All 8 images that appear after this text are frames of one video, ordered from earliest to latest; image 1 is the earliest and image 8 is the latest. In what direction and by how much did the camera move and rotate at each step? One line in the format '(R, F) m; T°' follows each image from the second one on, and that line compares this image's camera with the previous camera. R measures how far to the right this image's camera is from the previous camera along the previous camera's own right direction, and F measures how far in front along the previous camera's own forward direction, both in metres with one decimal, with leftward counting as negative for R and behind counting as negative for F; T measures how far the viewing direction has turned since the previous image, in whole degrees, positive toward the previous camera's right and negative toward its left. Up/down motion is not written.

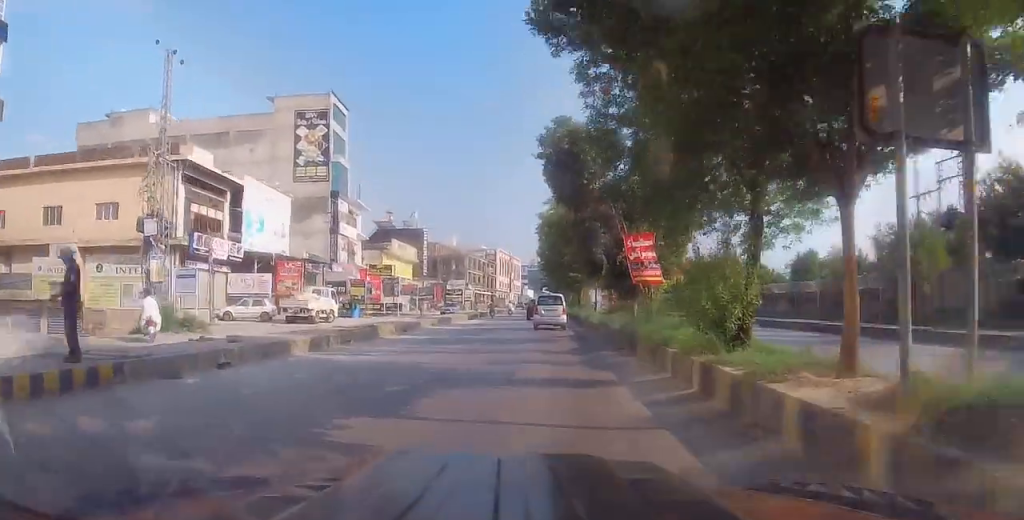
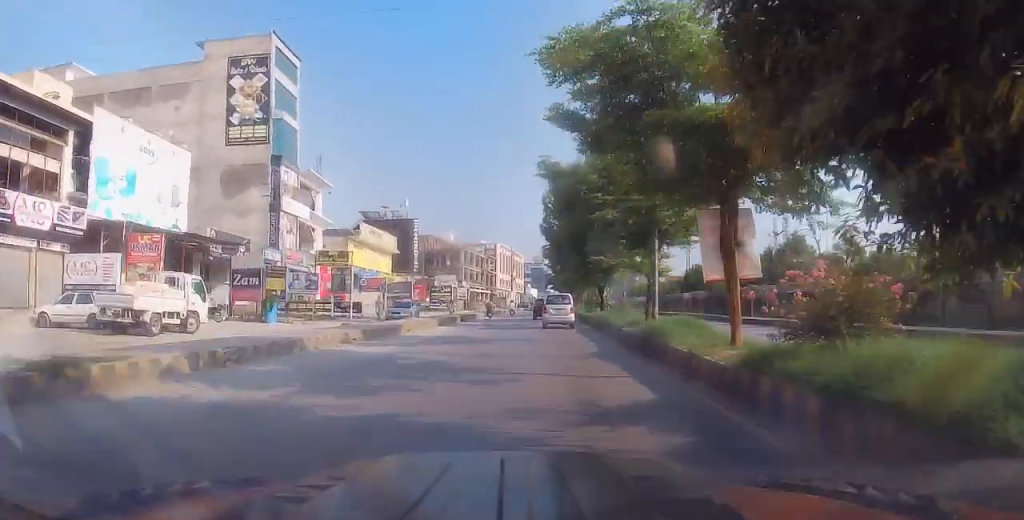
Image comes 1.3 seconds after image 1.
(0.0, +16.4) m; 0°
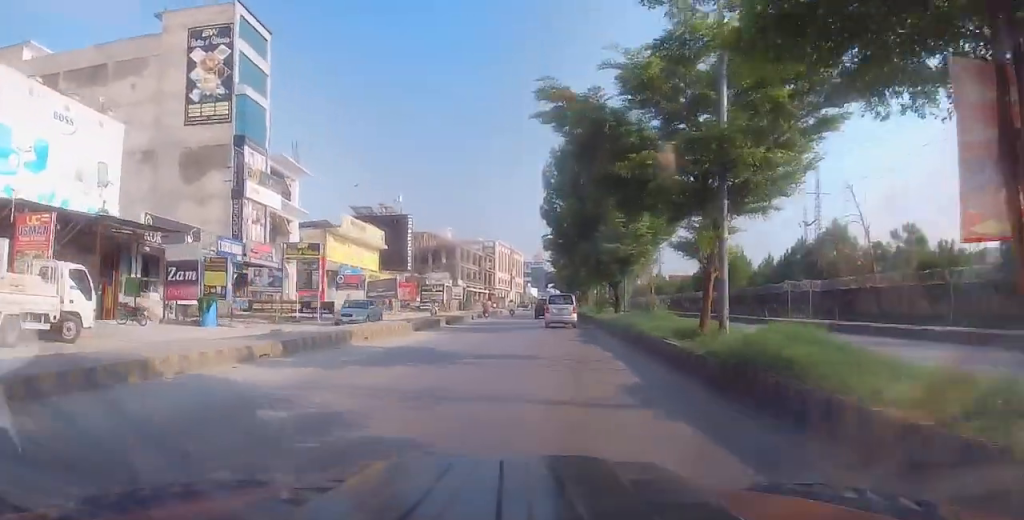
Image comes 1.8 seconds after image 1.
(0.0, +6.7) m; 0°
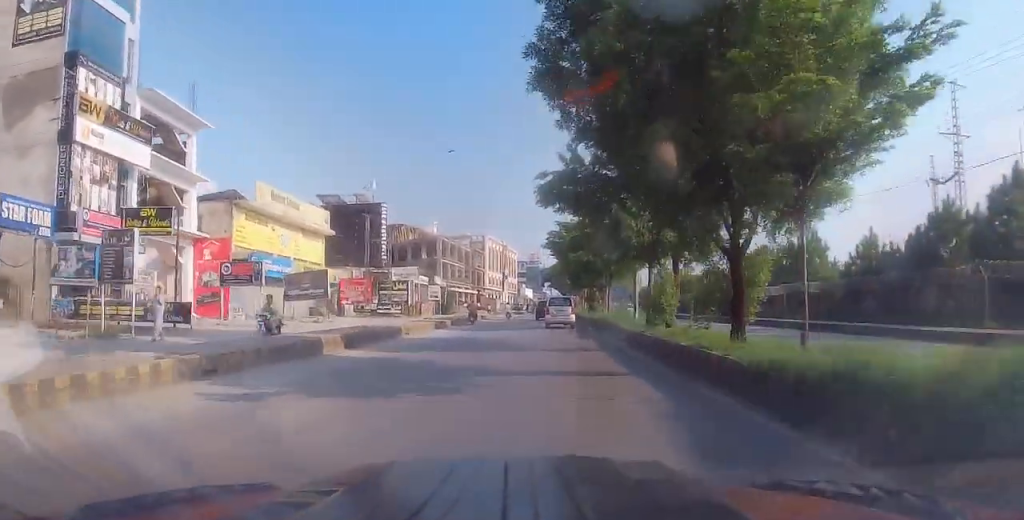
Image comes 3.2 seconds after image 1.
(0.0, +18.0) m; +2°
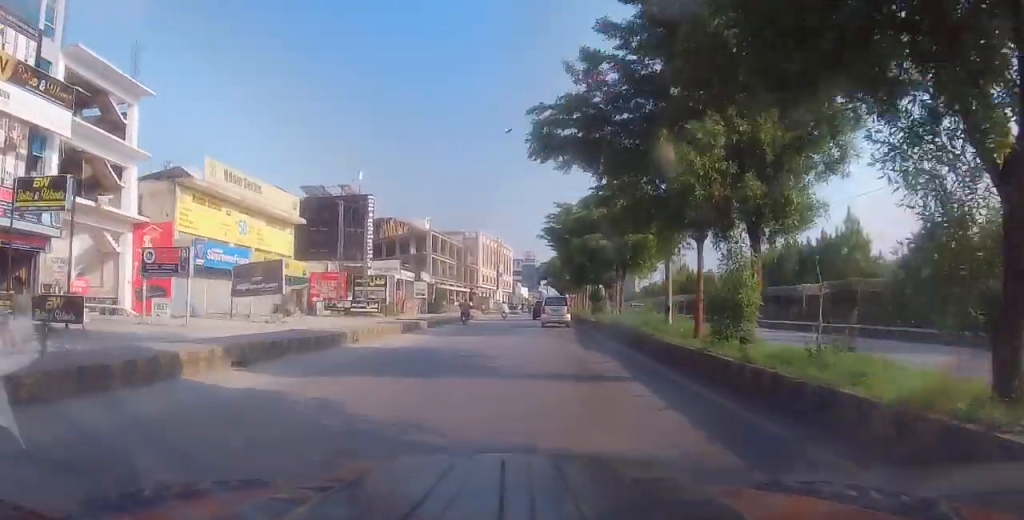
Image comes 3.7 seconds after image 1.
(+0.2, +6.6) m; 0°
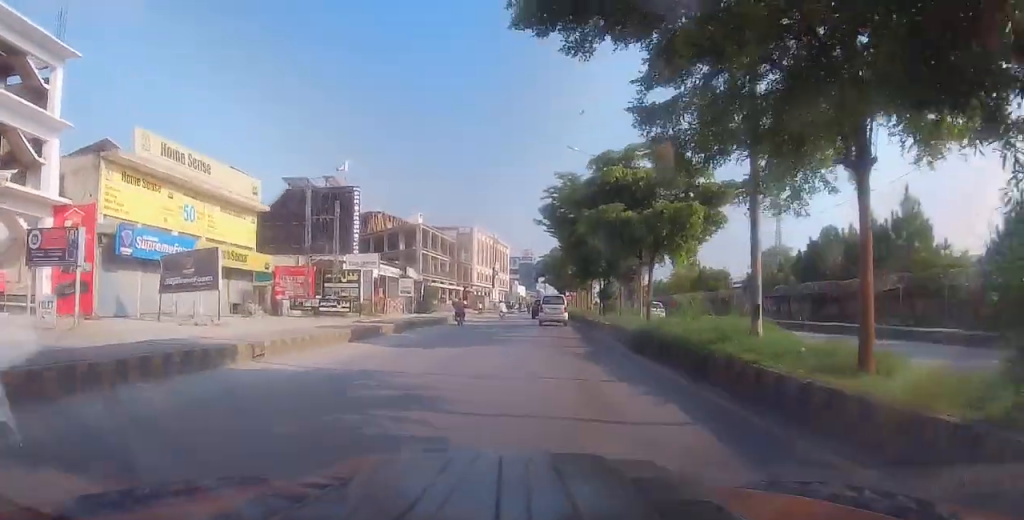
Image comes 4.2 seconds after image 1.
(+0.2, +6.9) m; 0°
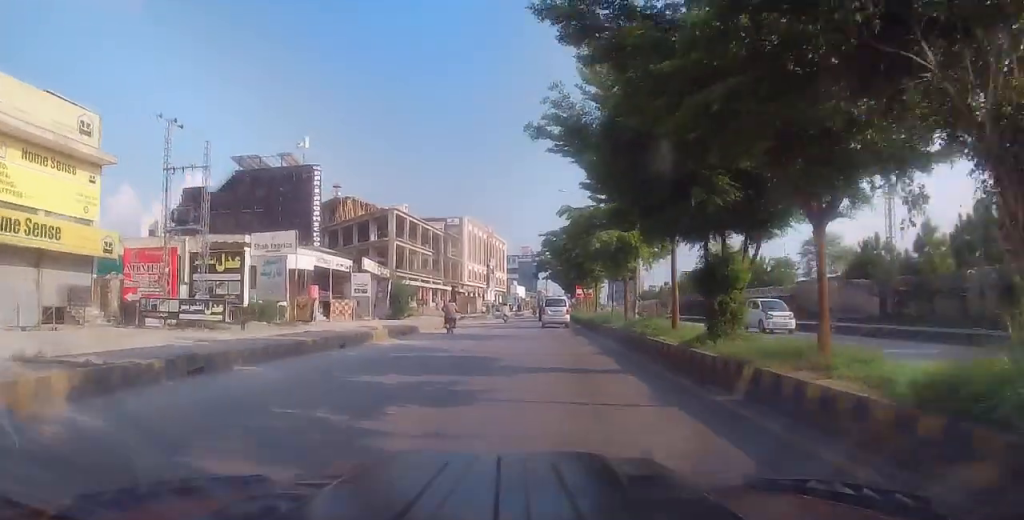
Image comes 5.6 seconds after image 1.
(-0.1, +18.1) m; 0°
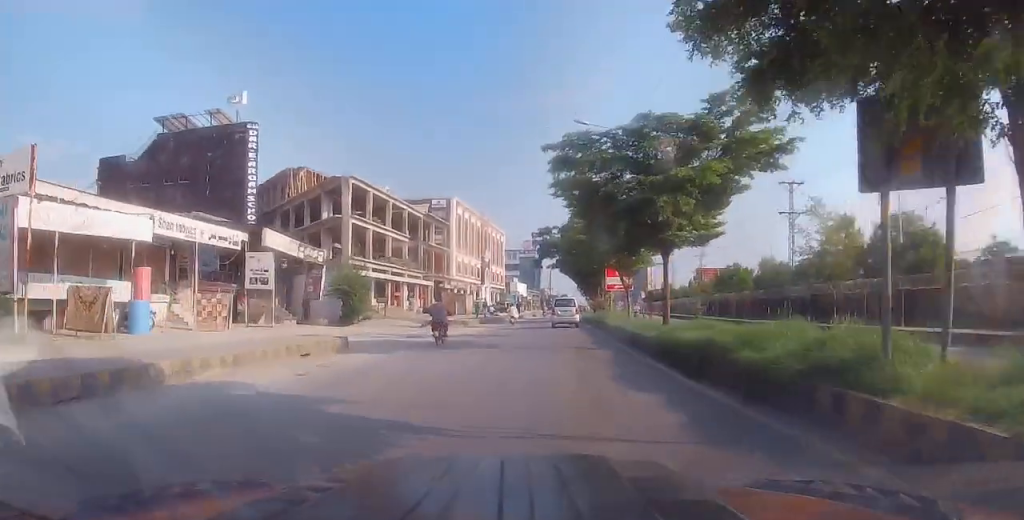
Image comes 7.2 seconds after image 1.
(-0.3, +19.9) m; -3°
